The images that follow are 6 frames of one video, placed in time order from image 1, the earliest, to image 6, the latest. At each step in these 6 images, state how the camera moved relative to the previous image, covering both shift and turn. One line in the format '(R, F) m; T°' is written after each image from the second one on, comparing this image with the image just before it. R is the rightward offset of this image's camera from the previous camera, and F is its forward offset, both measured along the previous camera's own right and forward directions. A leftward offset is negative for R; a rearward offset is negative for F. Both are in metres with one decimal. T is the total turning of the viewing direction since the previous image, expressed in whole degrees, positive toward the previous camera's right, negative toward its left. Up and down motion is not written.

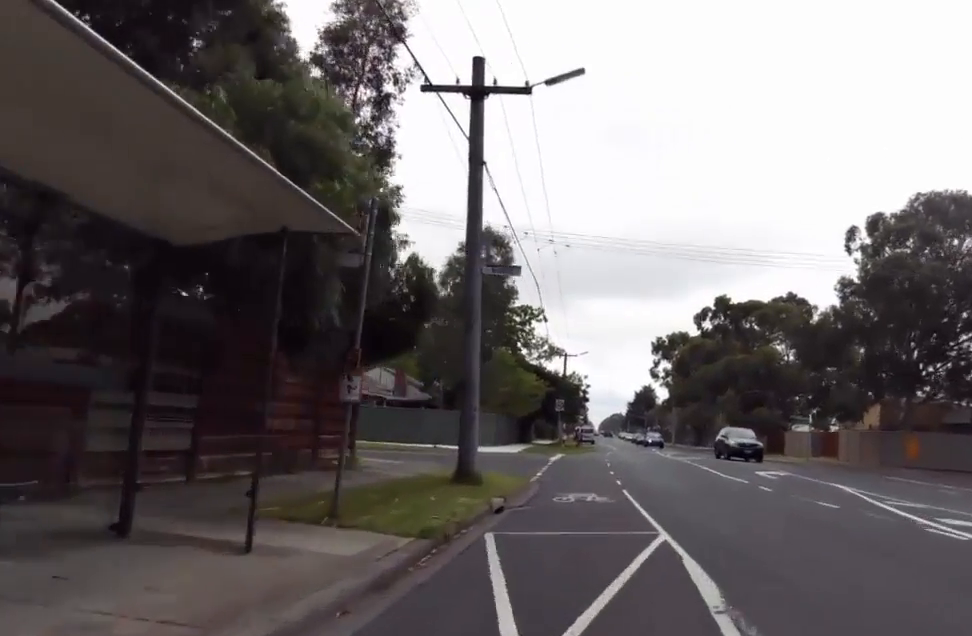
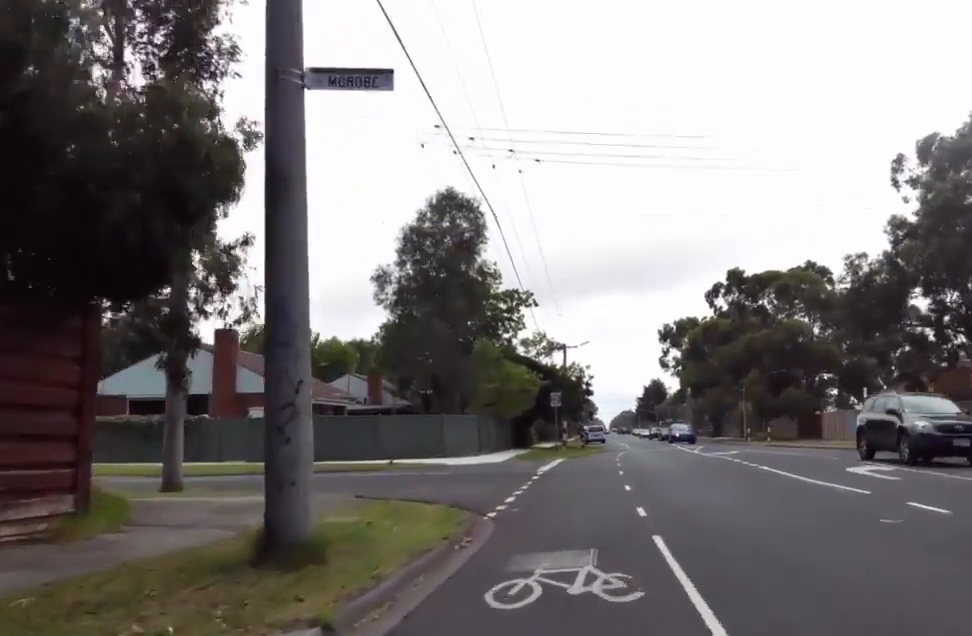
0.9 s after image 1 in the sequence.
(+0.4, +7.8) m; -6°
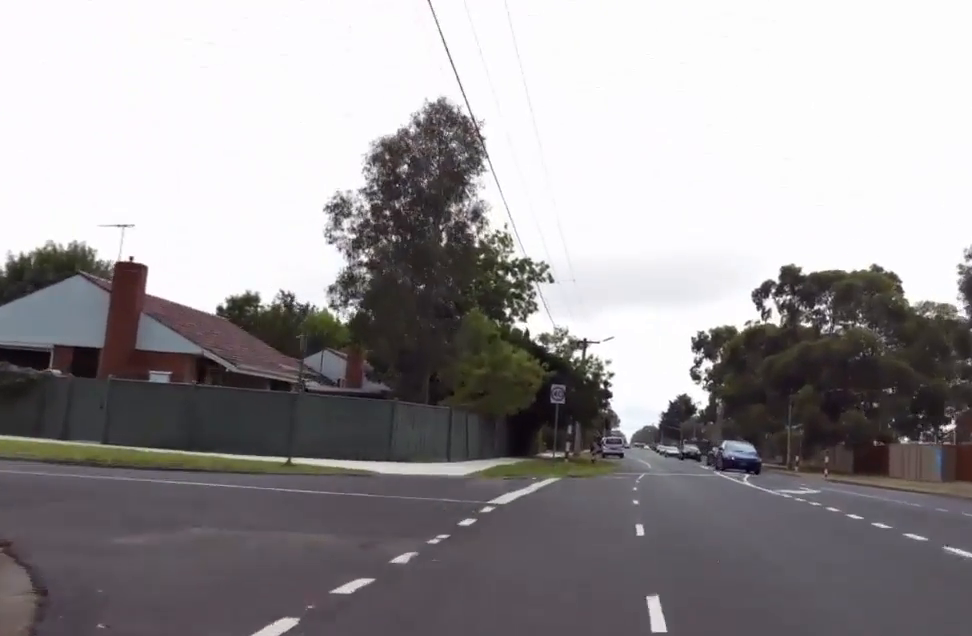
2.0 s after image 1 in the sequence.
(-1.2, +8.8) m; -1°
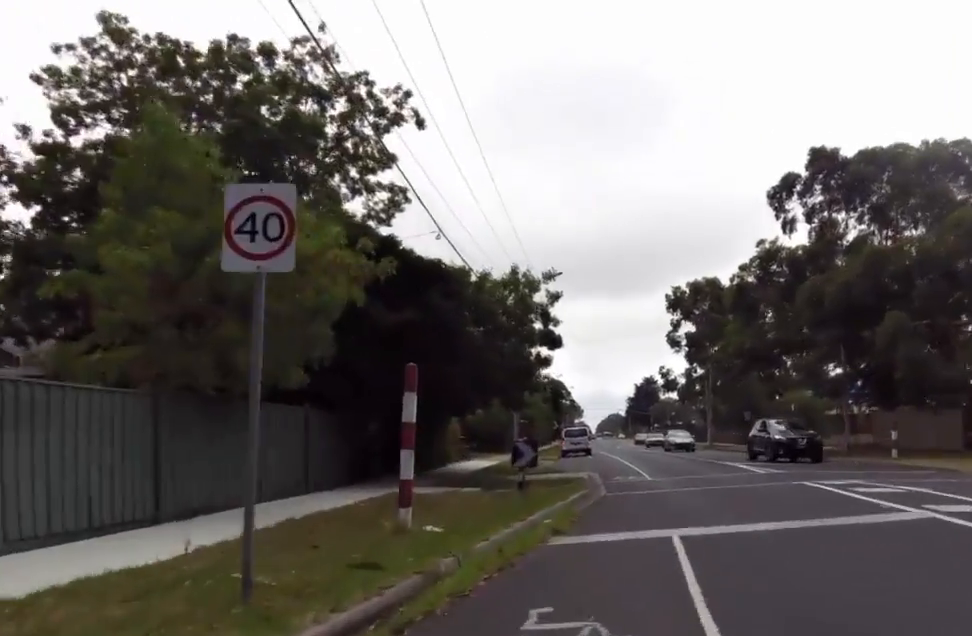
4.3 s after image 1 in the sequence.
(+0.3, +19.2) m; +1°
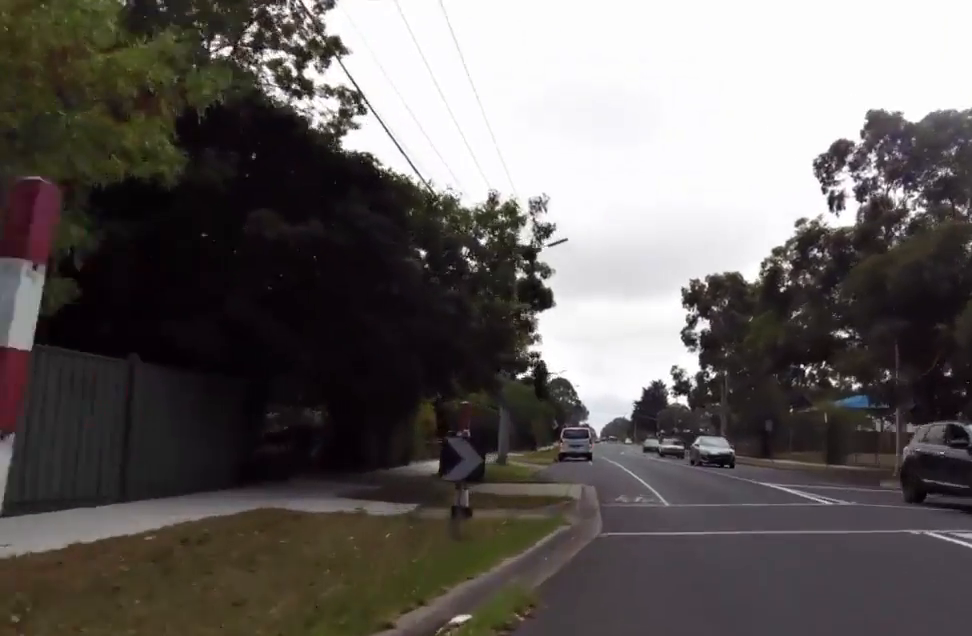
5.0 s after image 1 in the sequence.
(+0.5, +5.8) m; +2°
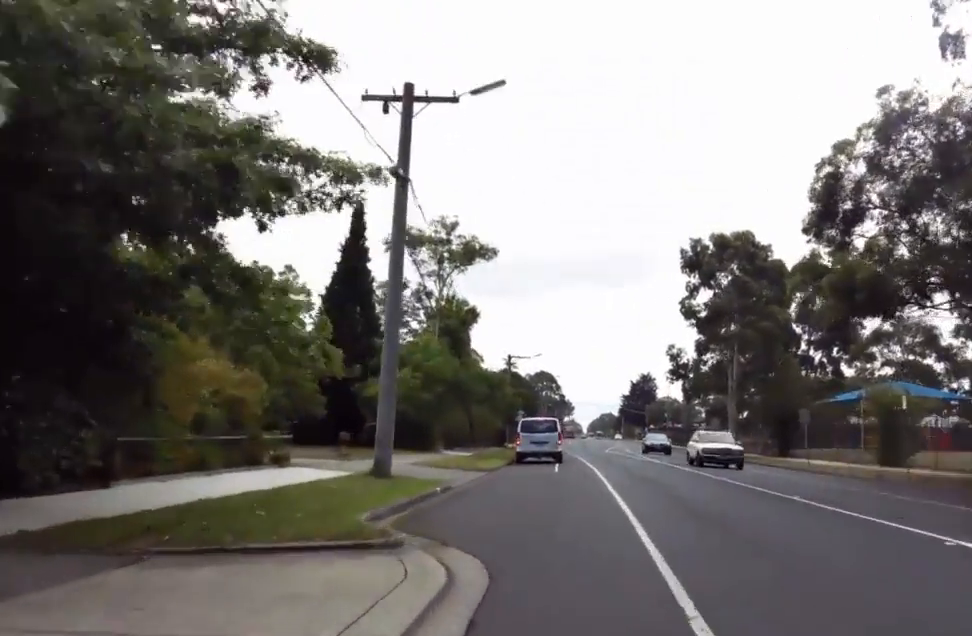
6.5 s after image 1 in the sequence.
(-0.8, +12.9) m; -5°
